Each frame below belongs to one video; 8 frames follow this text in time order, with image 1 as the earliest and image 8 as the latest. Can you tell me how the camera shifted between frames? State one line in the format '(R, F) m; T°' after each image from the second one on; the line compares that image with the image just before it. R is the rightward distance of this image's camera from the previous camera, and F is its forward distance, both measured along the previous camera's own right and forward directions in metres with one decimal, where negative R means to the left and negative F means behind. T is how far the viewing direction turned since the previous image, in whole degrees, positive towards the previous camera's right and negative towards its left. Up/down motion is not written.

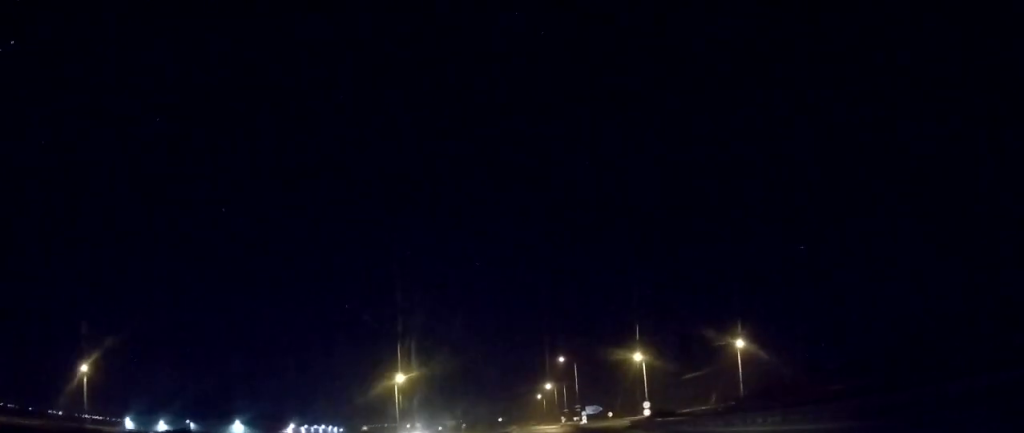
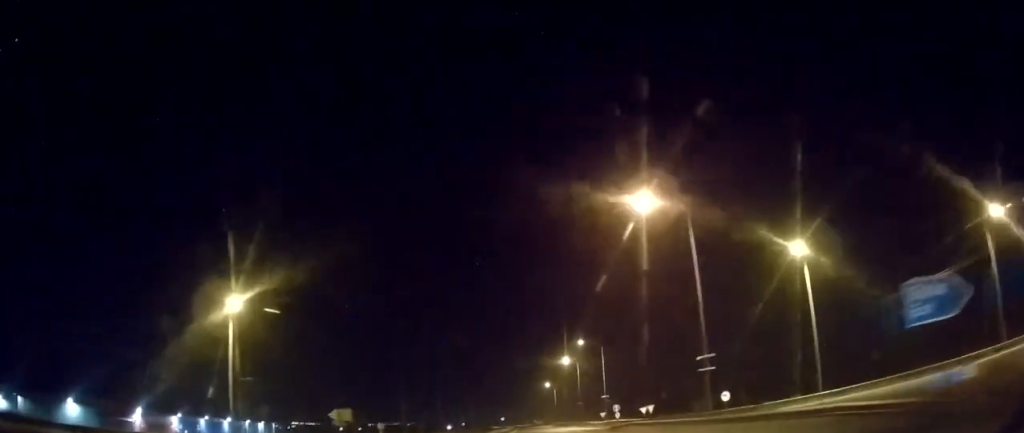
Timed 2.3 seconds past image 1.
(-1.3, +74.0) m; -1°
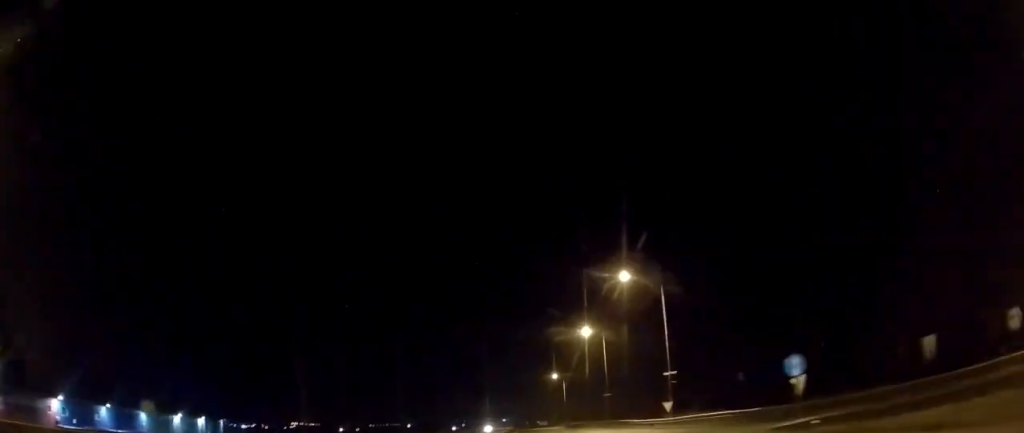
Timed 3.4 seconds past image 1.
(+0.3, +35.8) m; 0°
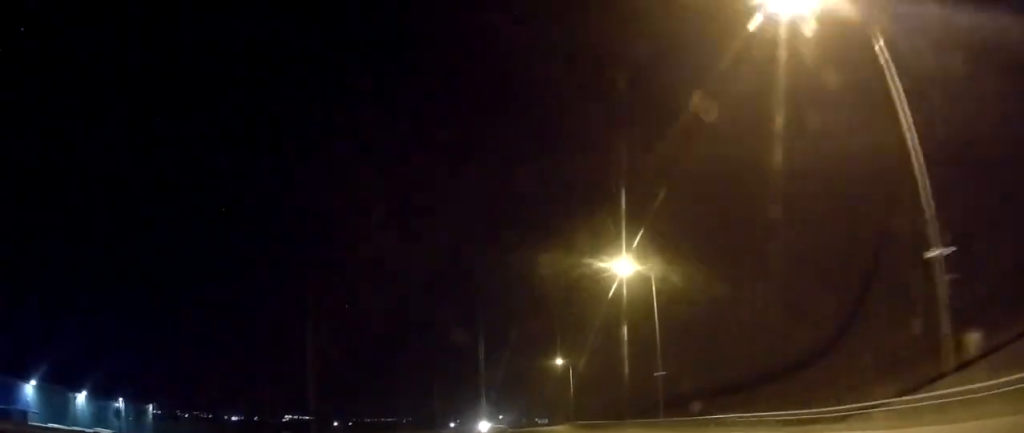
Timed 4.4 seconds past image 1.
(-0.1, +32.3) m; 0°
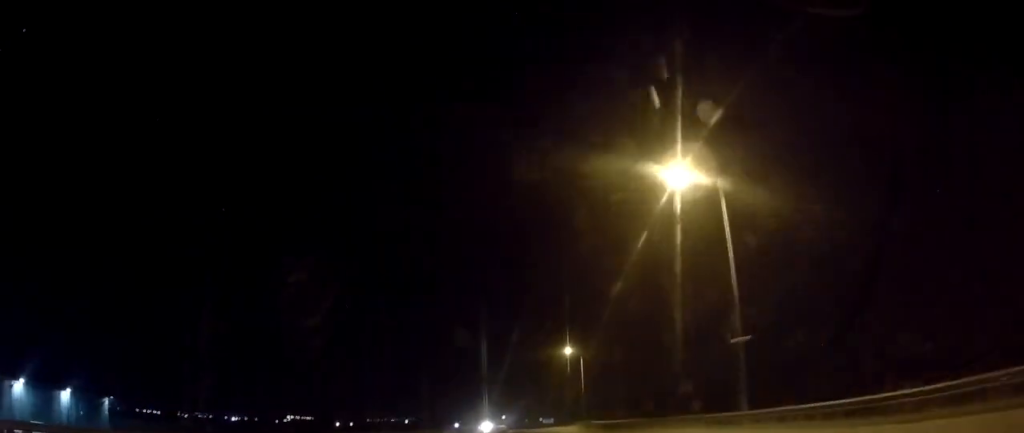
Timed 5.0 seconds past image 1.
(+0.2, +17.3) m; 0°
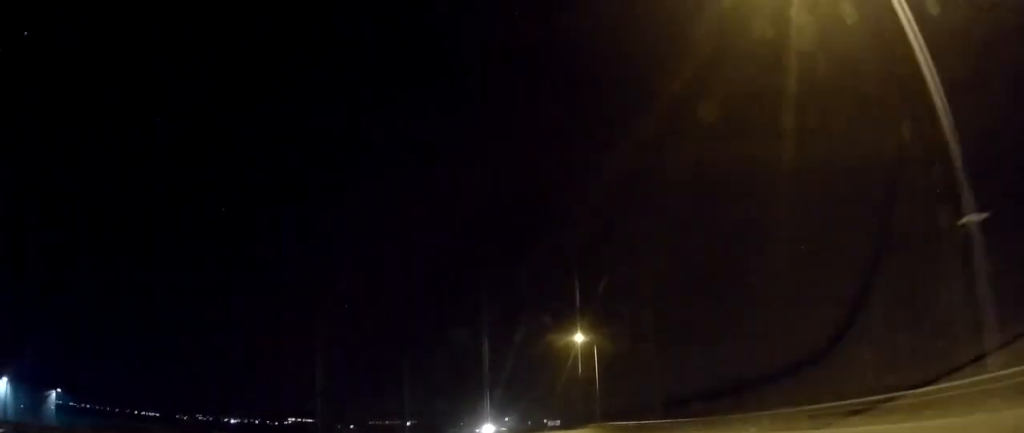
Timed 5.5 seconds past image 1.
(-0.2, +17.2) m; 0°
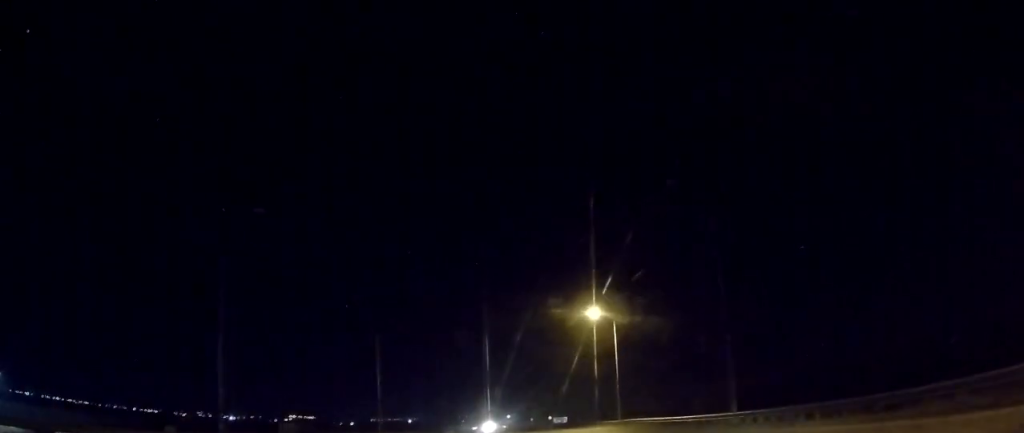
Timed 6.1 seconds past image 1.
(-0.2, +17.1) m; 0°
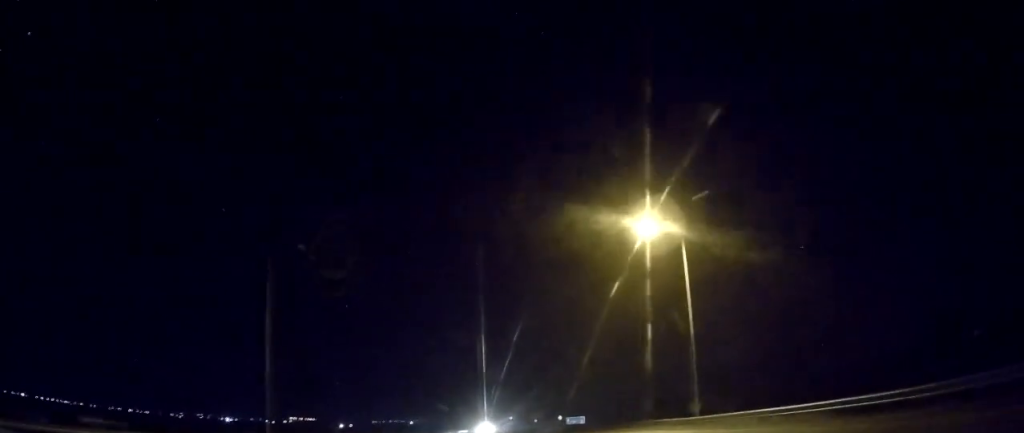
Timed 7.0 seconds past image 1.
(0.0, +29.7) m; -1°
